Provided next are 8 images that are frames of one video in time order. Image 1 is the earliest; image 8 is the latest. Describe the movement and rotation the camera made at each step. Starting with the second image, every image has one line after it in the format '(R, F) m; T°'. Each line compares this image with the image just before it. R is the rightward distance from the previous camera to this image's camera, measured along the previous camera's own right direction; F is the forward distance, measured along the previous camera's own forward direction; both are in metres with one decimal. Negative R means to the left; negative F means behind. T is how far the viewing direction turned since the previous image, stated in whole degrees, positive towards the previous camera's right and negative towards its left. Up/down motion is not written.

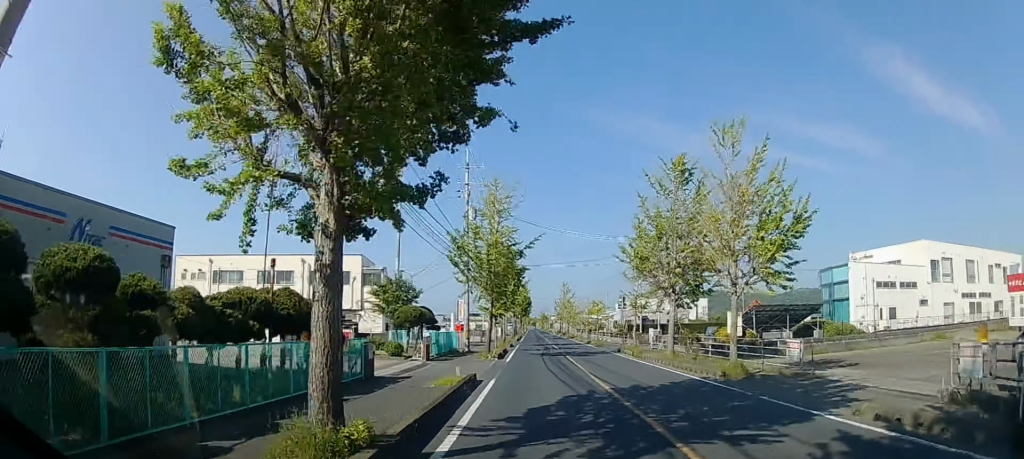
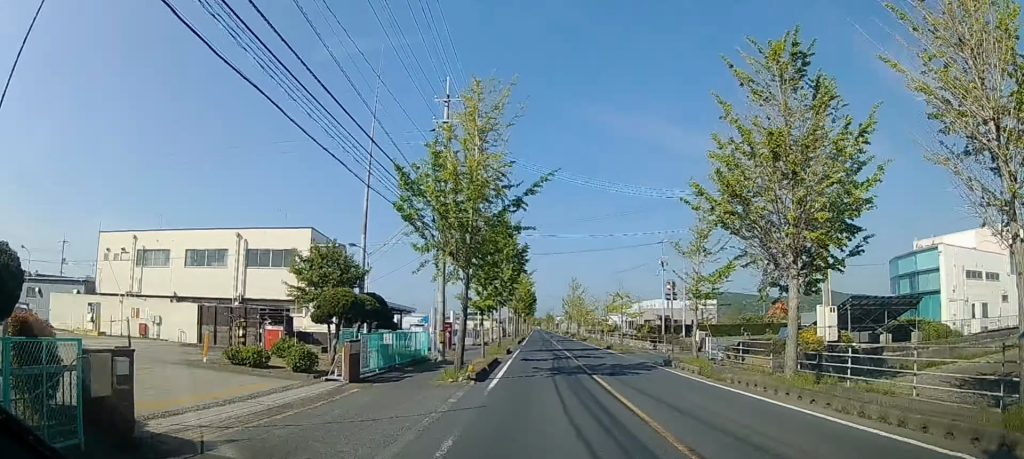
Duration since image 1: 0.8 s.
(-0.1, +13.7) m; -1°
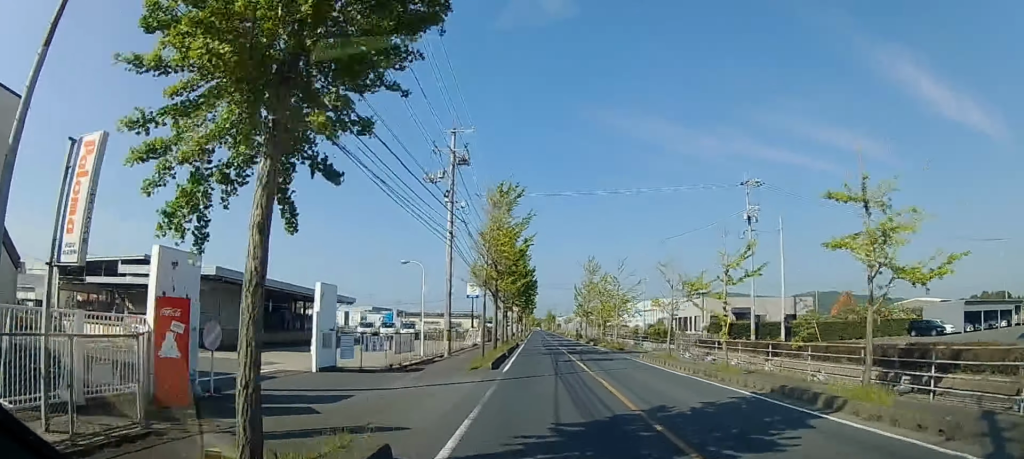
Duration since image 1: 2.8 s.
(+0.2, +35.2) m; +1°
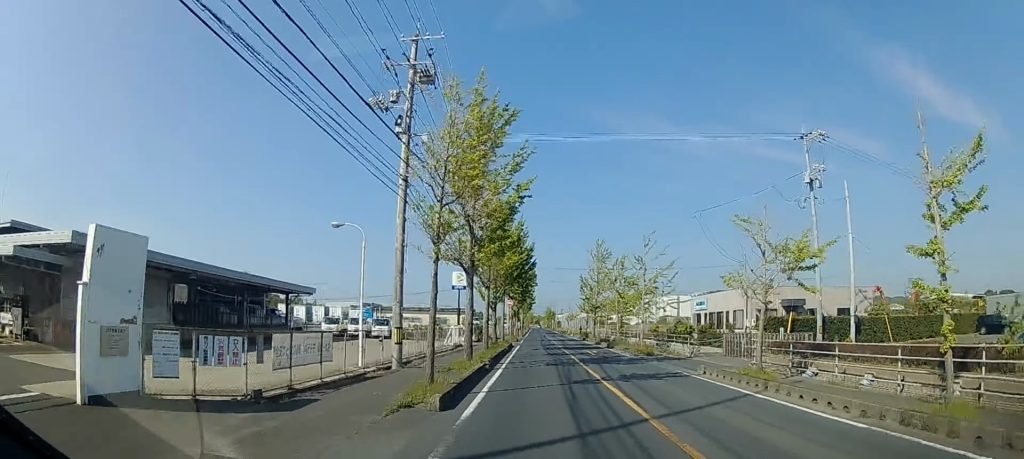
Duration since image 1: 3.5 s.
(0.0, +10.9) m; 0°
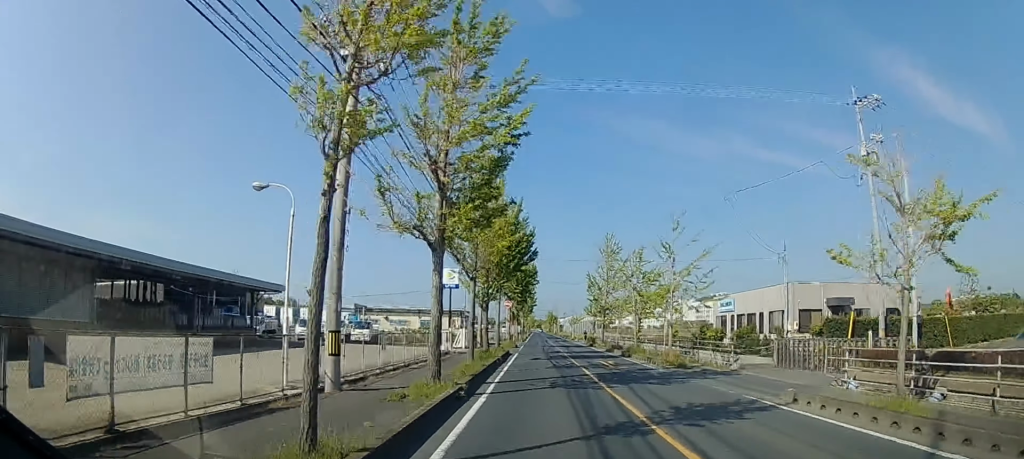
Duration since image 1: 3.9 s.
(0.0, +7.0) m; 0°
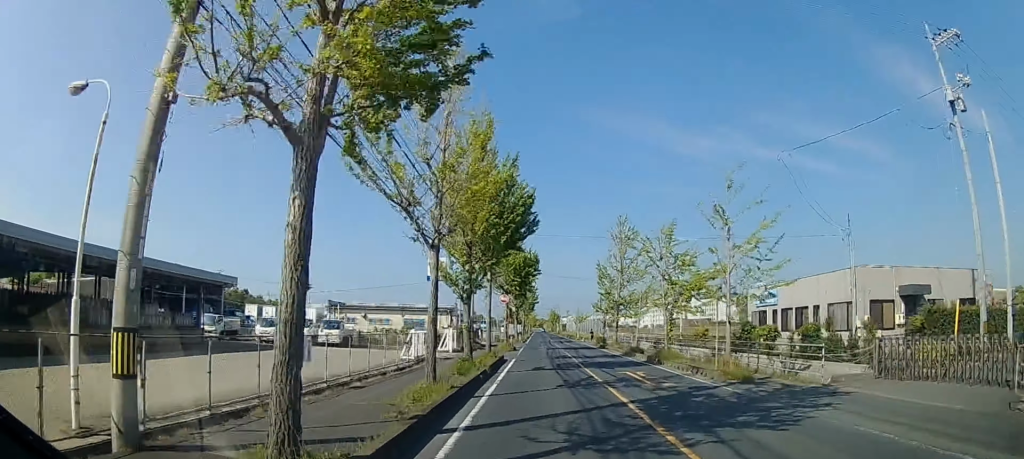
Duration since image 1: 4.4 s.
(0.0, +8.5) m; -1°
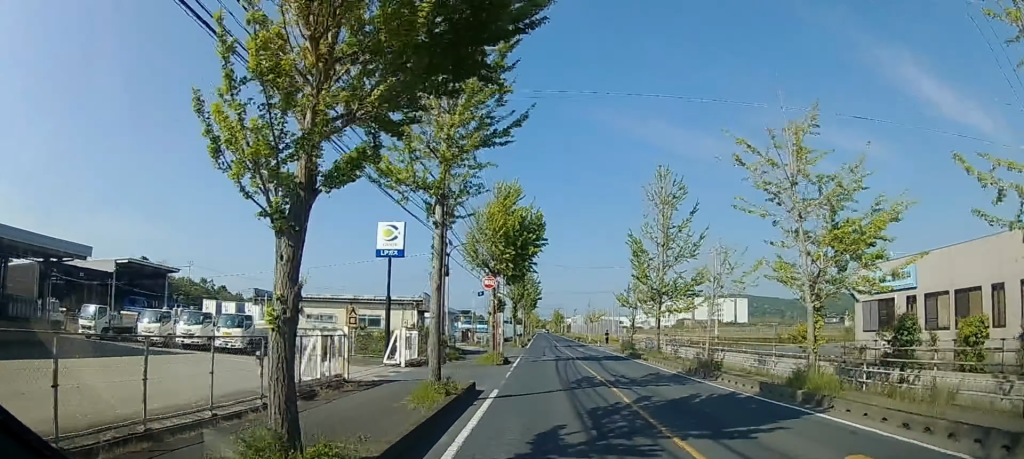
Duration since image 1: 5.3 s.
(-0.2, +14.1) m; -1°
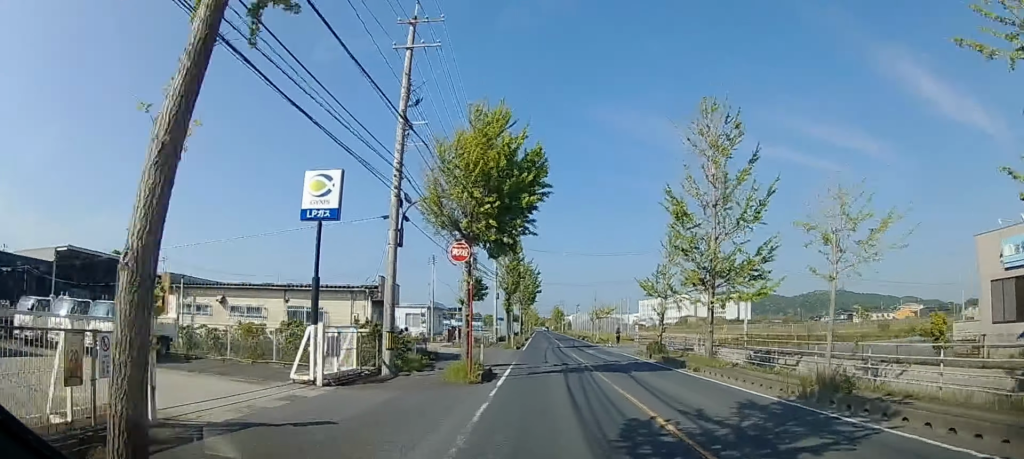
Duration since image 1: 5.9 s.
(-0.1, +9.3) m; 0°
